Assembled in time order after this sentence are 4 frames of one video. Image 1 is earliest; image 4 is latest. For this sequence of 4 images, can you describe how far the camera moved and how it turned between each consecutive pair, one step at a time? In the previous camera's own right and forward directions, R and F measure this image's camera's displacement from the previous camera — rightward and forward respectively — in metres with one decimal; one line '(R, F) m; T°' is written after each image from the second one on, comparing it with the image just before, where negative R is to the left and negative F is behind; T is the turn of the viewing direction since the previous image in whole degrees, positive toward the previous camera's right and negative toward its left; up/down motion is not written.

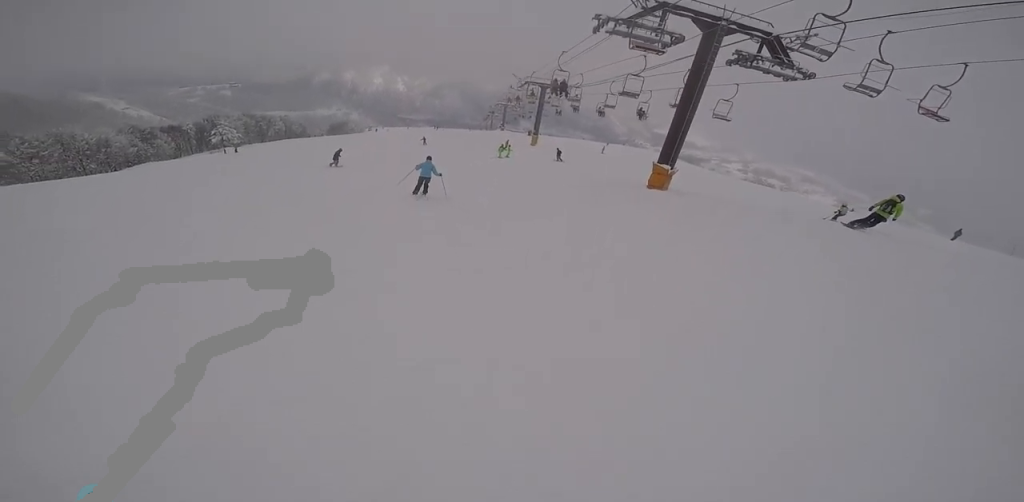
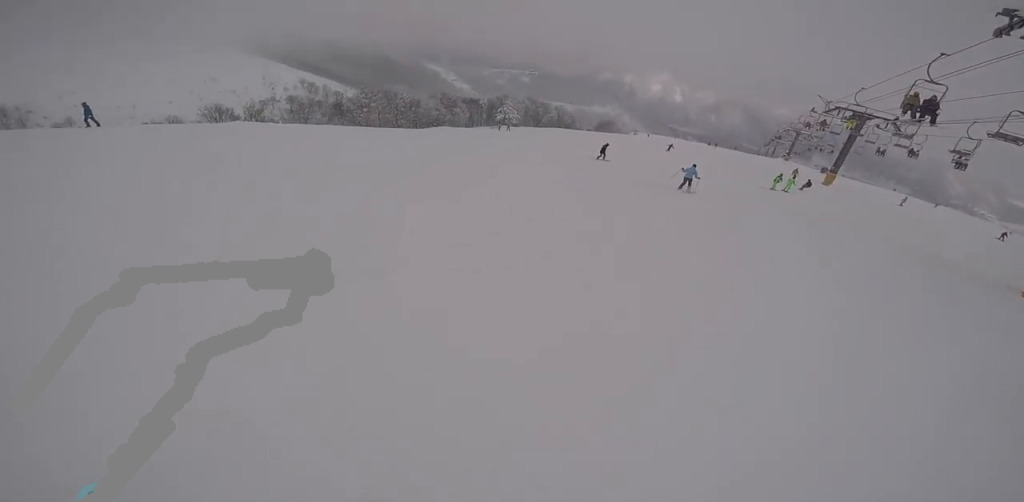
(-2.1, +4.6) m; -13°
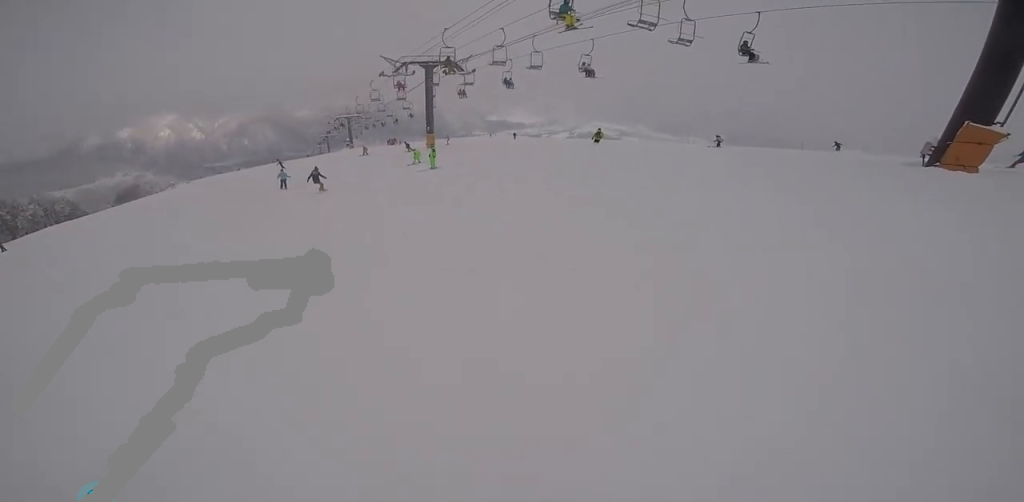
(+3.9, +11.3) m; +43°
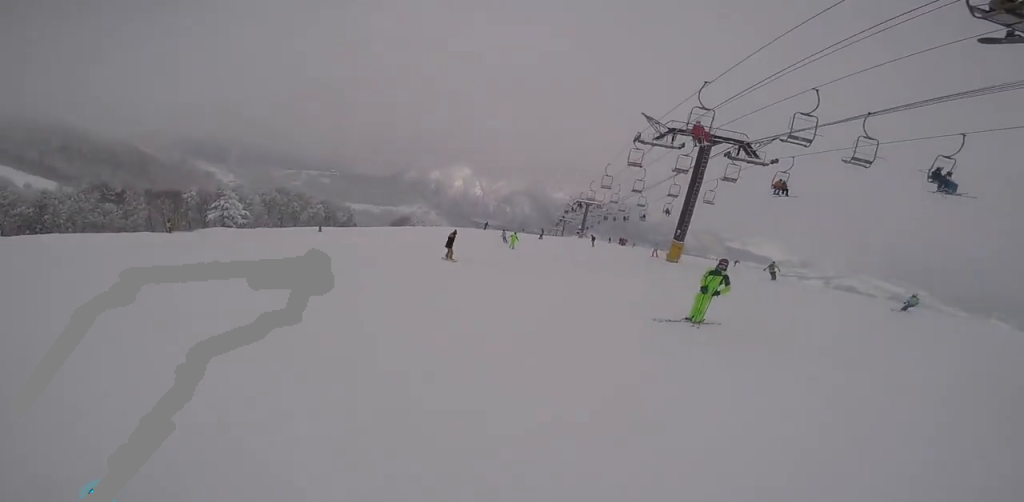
(-2.6, +14.0) m; -26°
